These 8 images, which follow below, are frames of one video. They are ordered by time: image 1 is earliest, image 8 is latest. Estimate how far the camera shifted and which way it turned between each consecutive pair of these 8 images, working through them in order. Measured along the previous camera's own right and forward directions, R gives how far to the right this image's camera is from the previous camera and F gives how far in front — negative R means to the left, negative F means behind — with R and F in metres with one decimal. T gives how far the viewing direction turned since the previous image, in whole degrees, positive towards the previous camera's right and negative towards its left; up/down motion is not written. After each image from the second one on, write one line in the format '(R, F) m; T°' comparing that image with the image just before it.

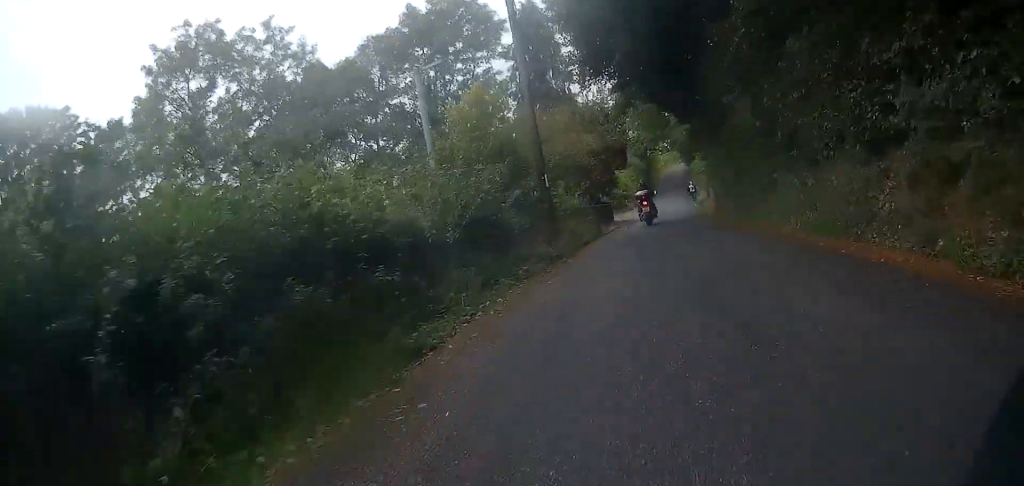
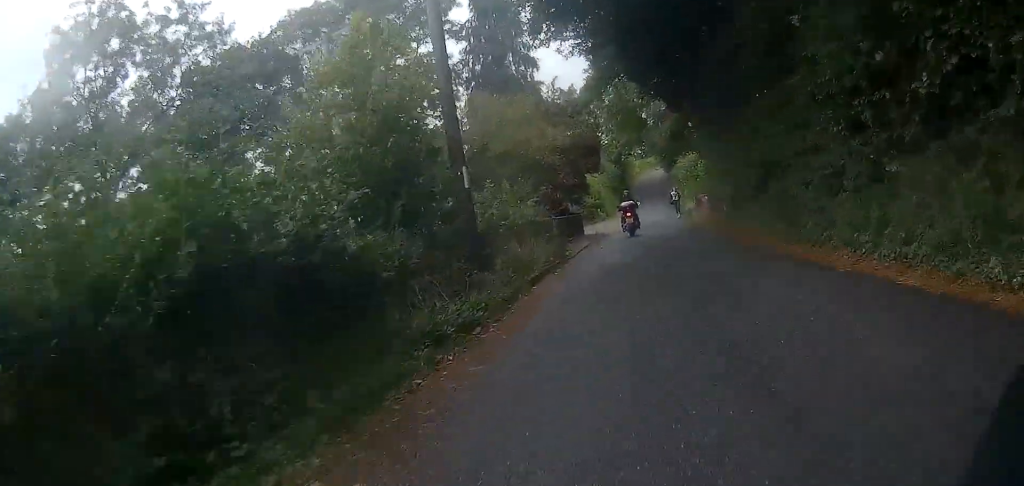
(+0.1, +6.3) m; +1°
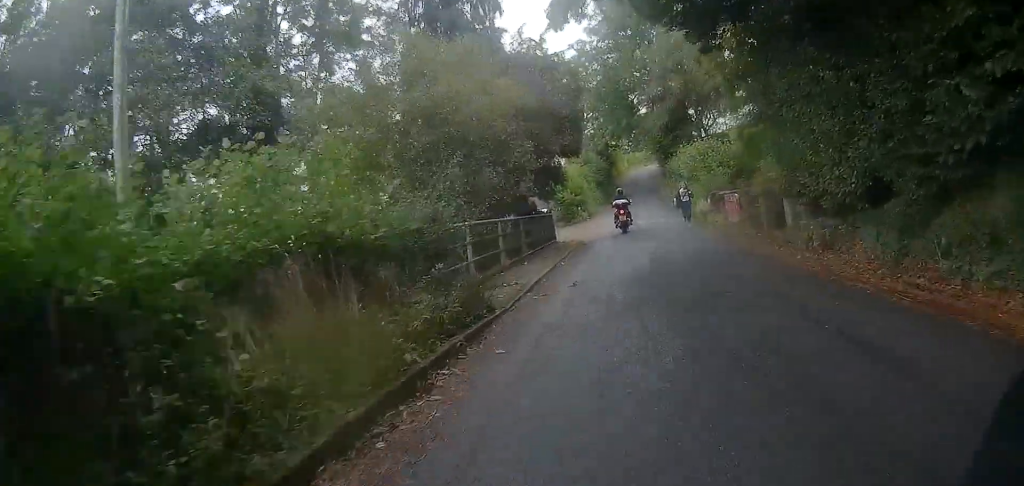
(+0.1, +8.9) m; +1°
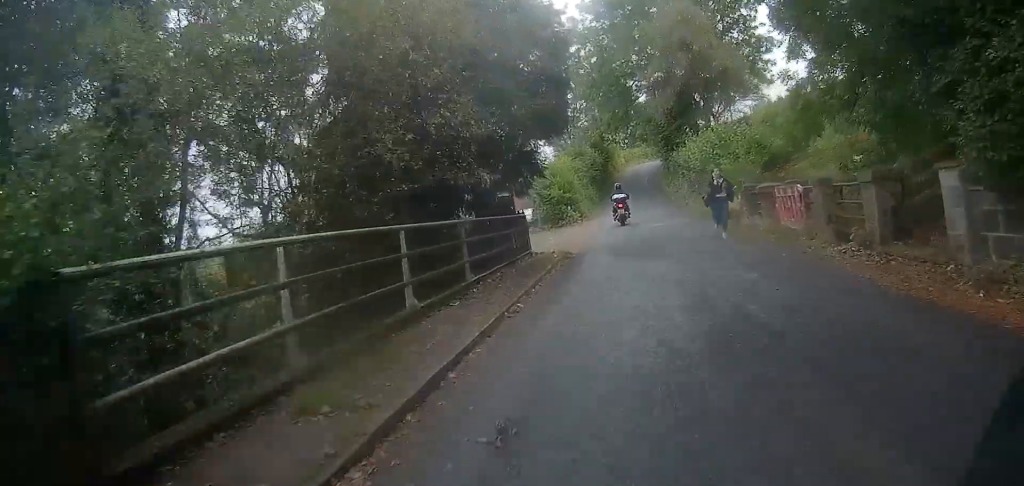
(0.0, +6.4) m; +1°
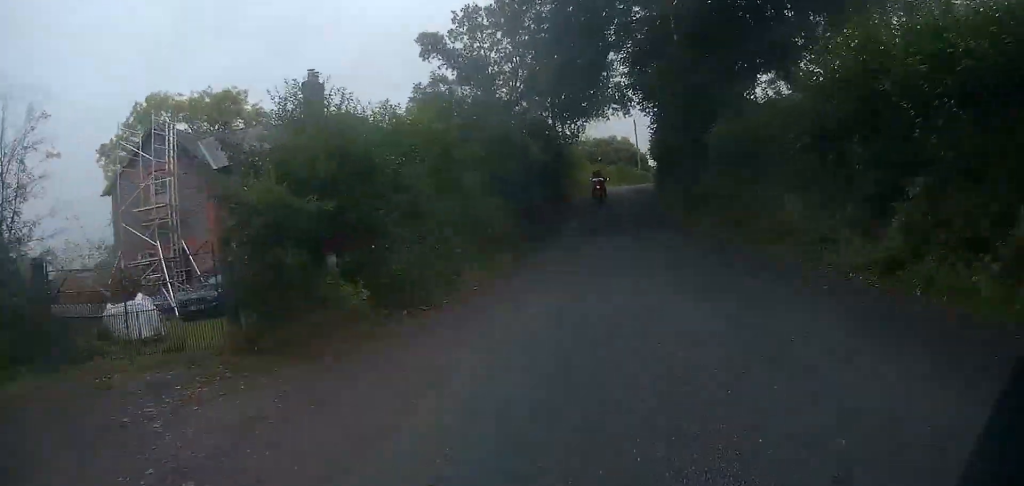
(+0.6, +25.6) m; +1°
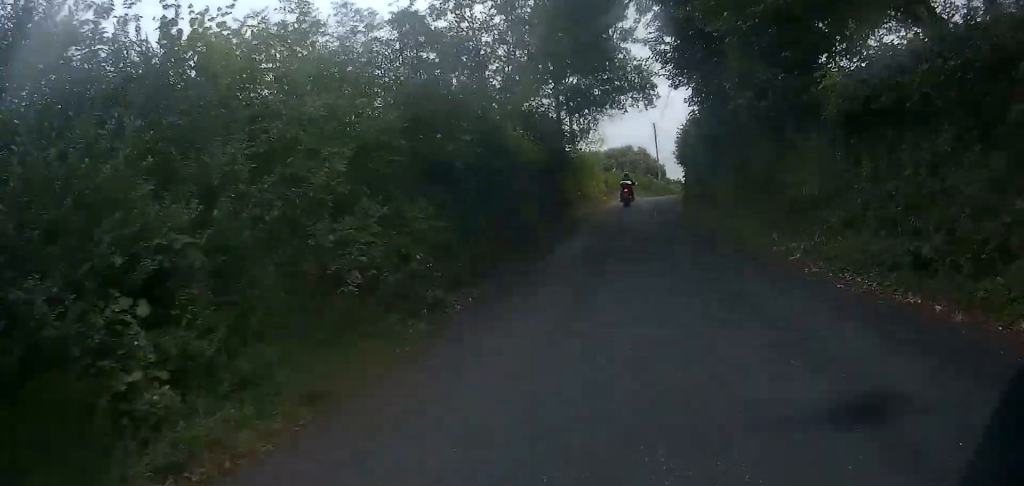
(0.0, +7.4) m; 0°
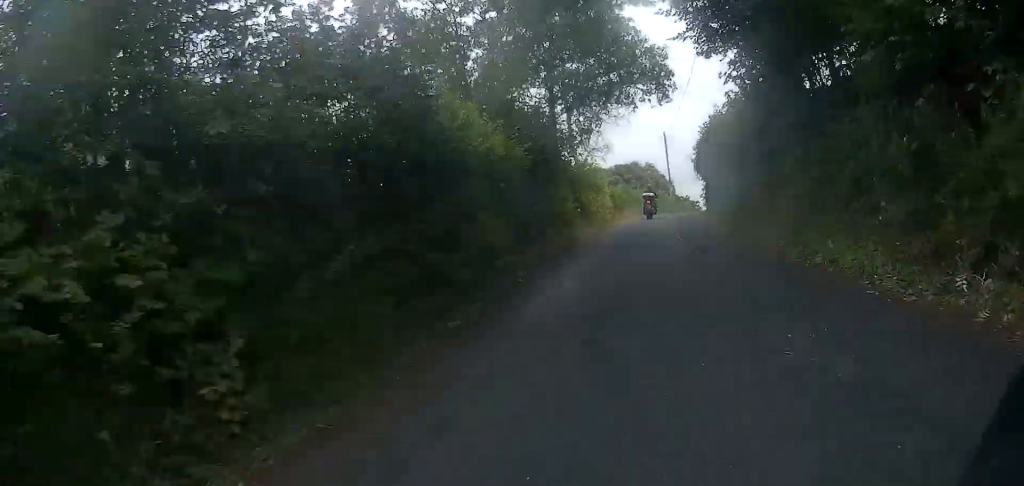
(0.0, +6.1) m; +1°
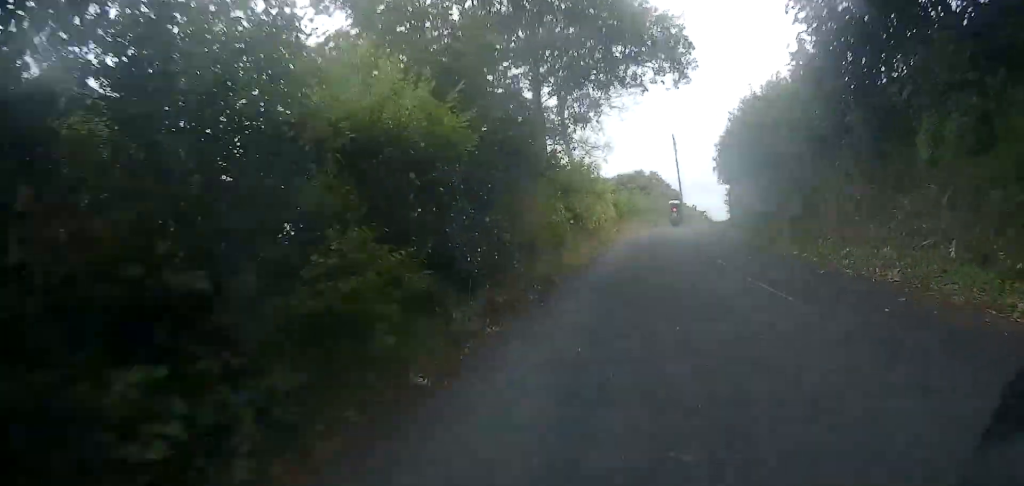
(0.0, +5.7) m; +1°
